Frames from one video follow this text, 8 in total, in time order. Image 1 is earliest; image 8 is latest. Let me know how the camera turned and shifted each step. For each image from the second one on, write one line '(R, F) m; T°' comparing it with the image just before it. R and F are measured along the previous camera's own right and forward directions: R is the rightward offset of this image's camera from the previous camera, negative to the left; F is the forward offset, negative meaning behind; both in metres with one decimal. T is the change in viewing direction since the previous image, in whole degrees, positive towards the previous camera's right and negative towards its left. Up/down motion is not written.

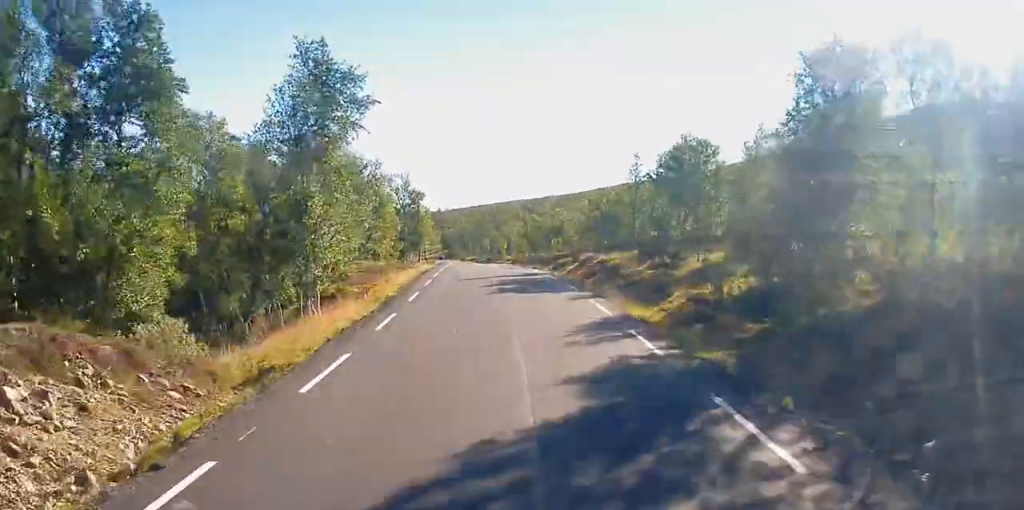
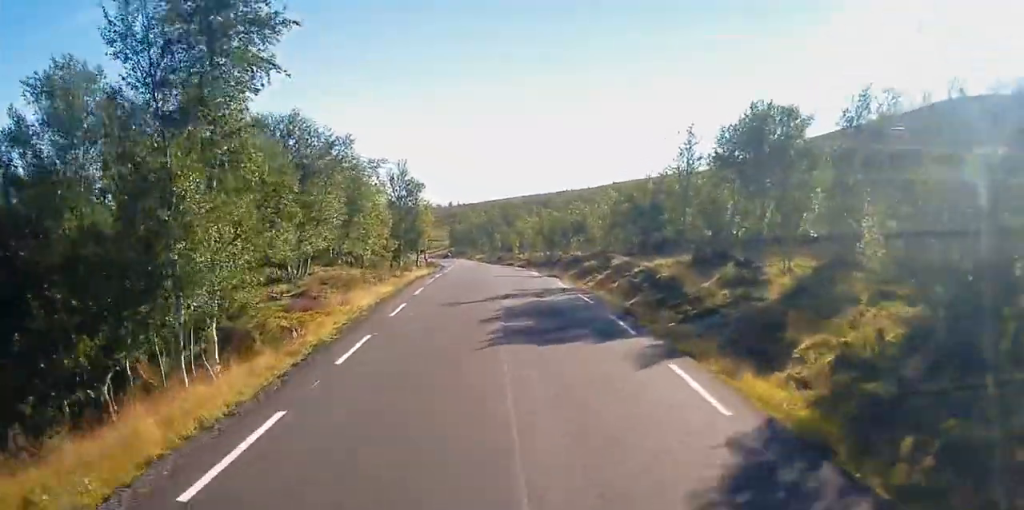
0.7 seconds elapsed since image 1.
(0.0, +9.8) m; 0°
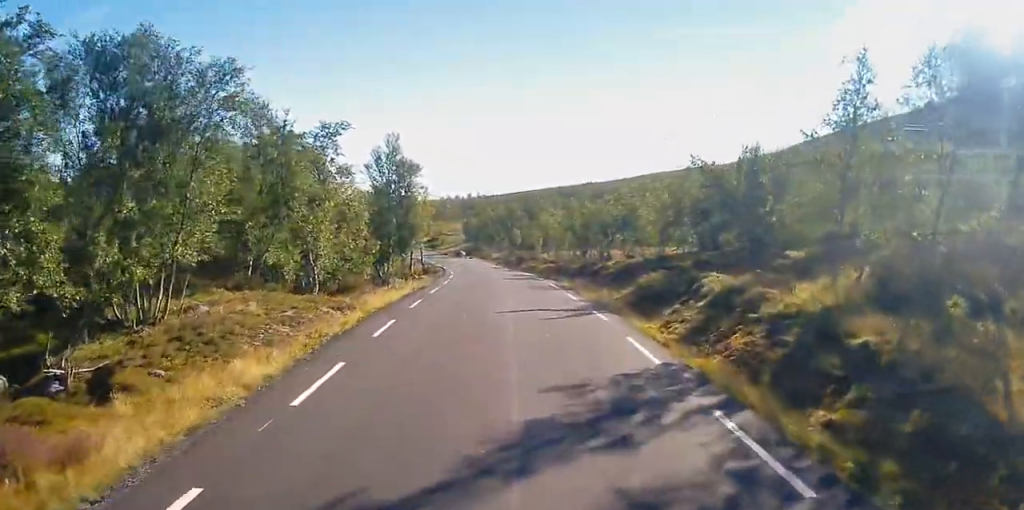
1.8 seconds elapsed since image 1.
(0.0, +14.5) m; -2°
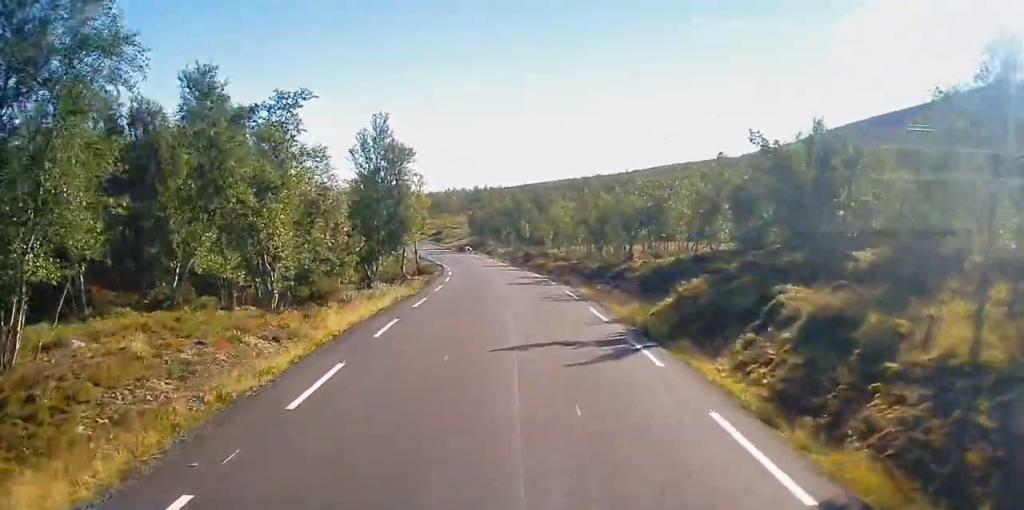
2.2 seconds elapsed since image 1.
(+0.1, +6.2) m; -1°
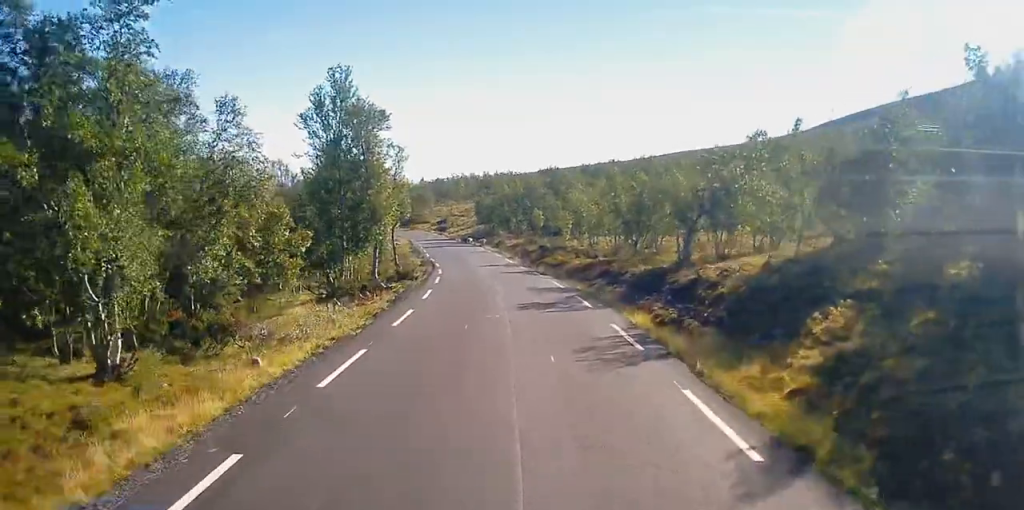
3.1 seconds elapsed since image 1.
(-0.5, +10.8) m; -1°
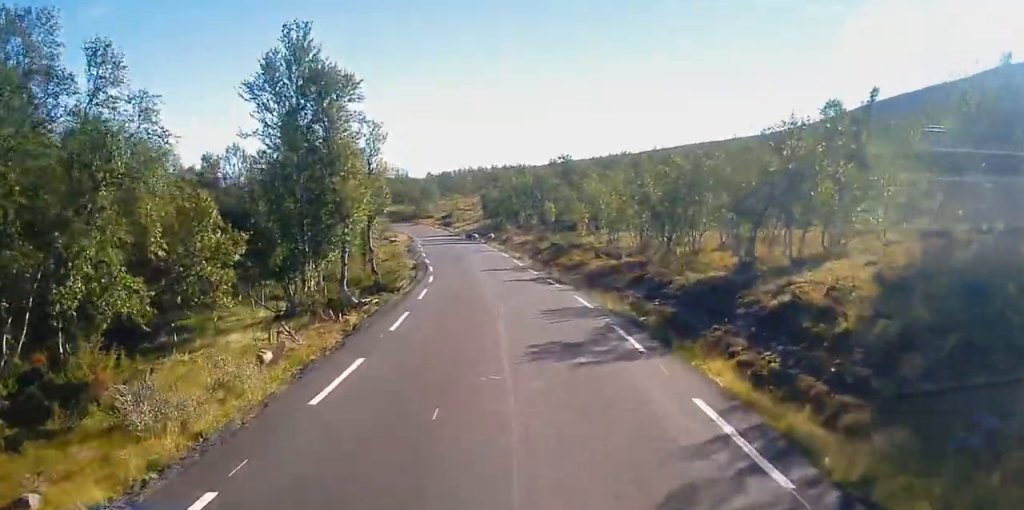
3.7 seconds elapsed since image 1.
(+0.1, +6.8) m; -1°
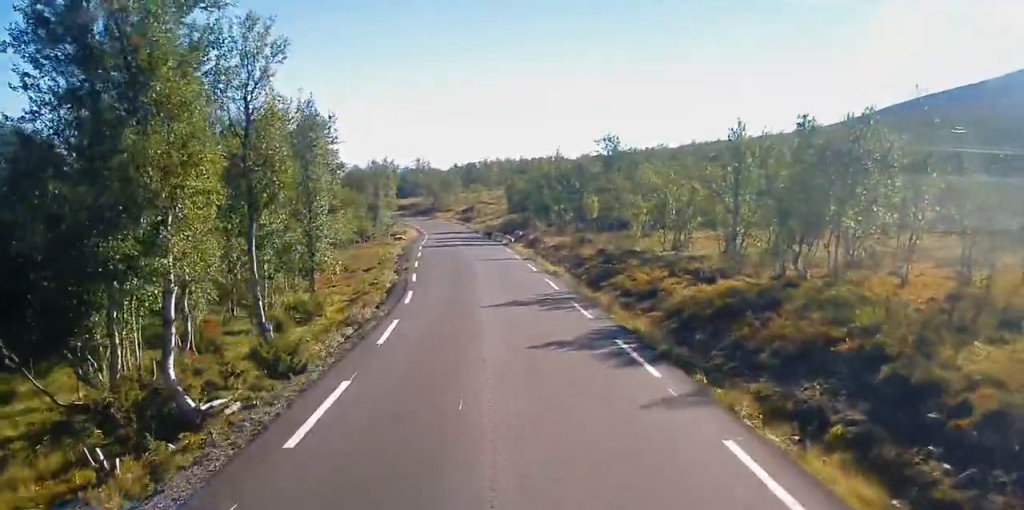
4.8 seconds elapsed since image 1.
(-0.2, +13.4) m; -3°
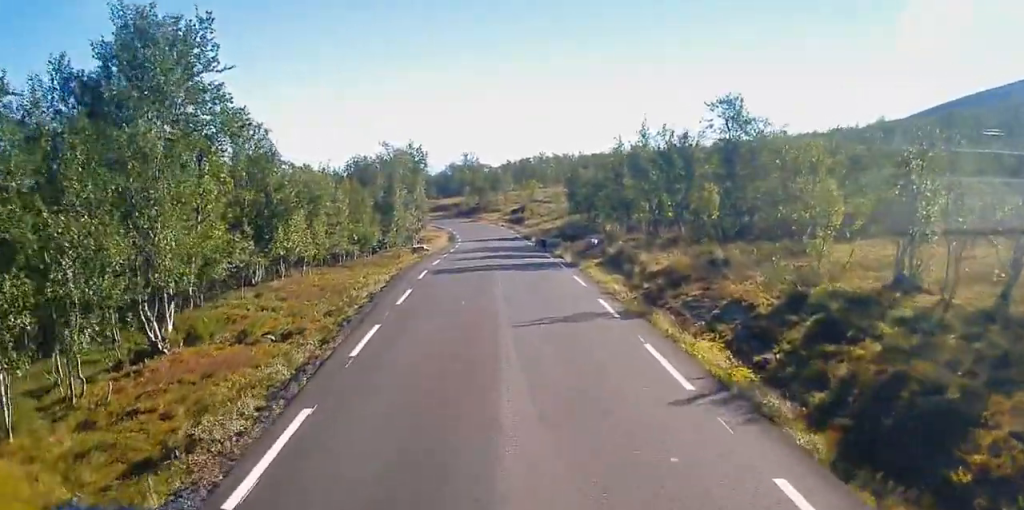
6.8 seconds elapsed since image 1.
(-0.3, +18.8) m; -2°
